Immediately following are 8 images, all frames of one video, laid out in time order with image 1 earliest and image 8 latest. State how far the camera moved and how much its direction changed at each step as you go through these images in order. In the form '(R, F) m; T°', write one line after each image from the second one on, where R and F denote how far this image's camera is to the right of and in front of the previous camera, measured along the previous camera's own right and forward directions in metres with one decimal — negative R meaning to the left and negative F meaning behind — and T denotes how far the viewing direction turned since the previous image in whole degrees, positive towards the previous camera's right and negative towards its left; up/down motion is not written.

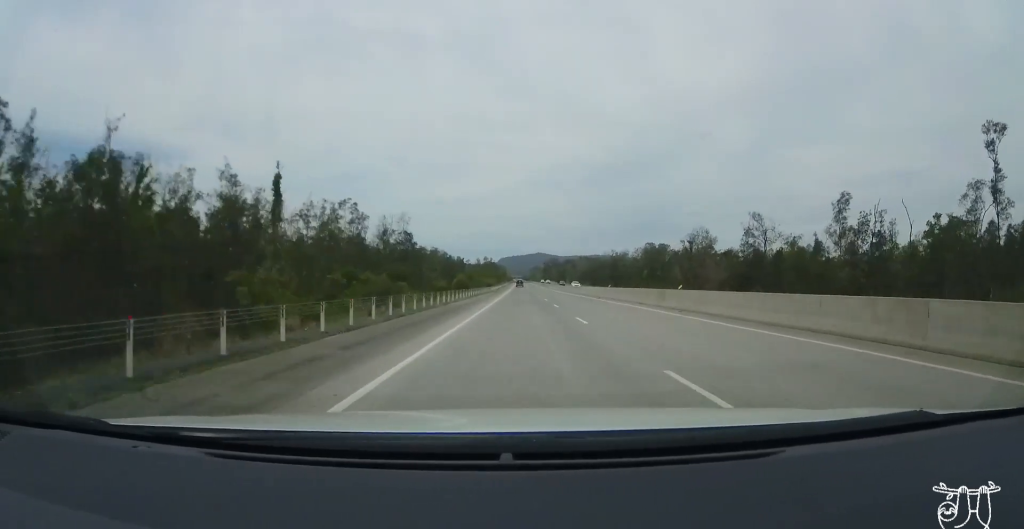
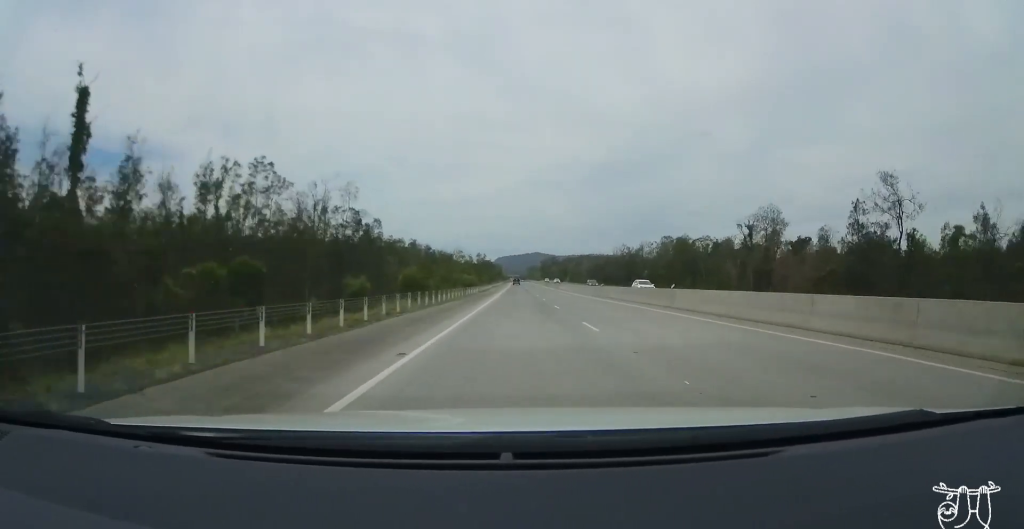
(-0.7, +37.5) m; -1°
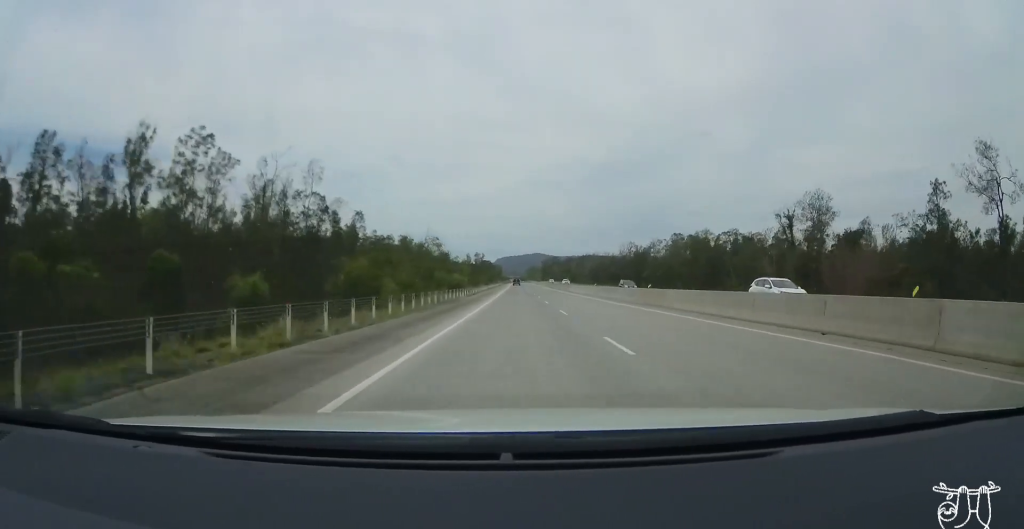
(+0.1, +16.8) m; +1°
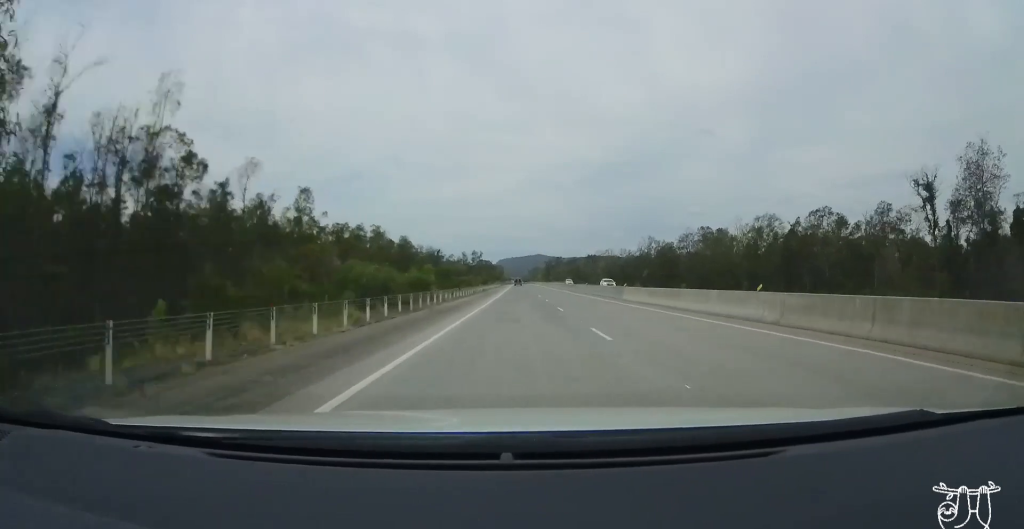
(+0.7, +32.5) m; +2°
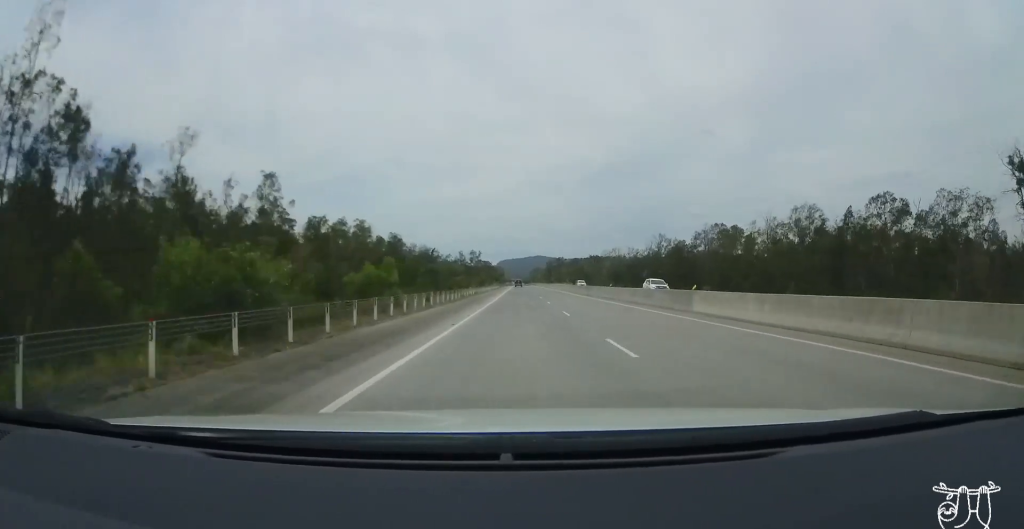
(+0.1, +14.5) m; 0°
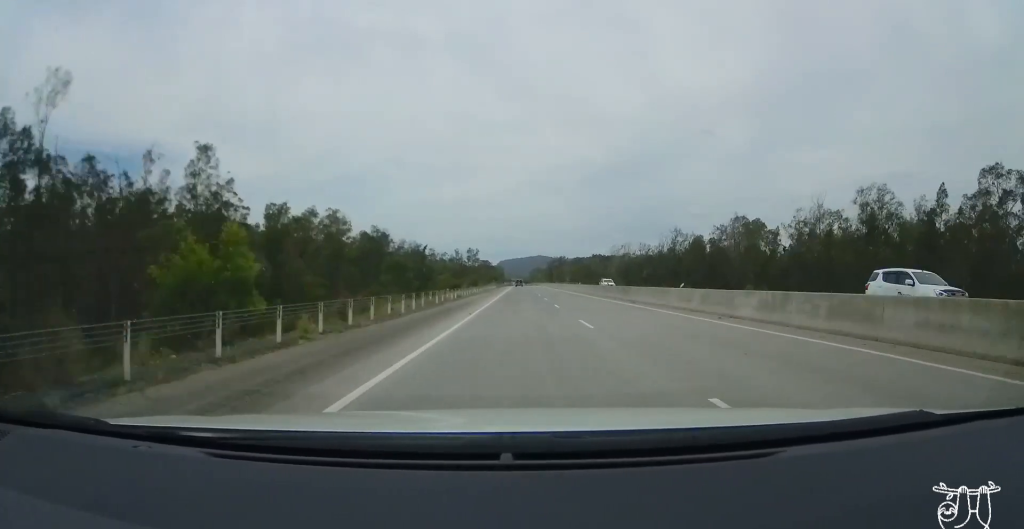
(0.0, +18.1) m; -1°
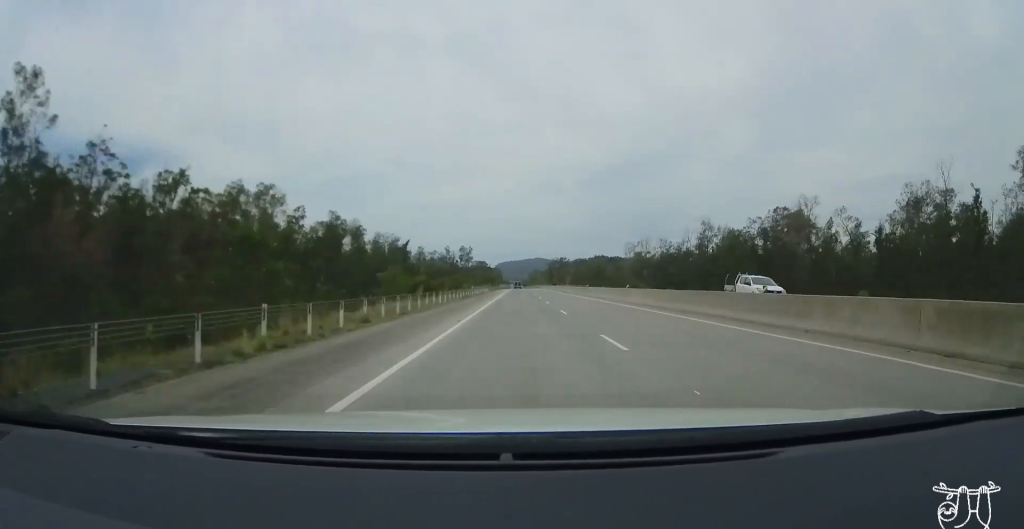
(-0.3, +27.7) m; -1°
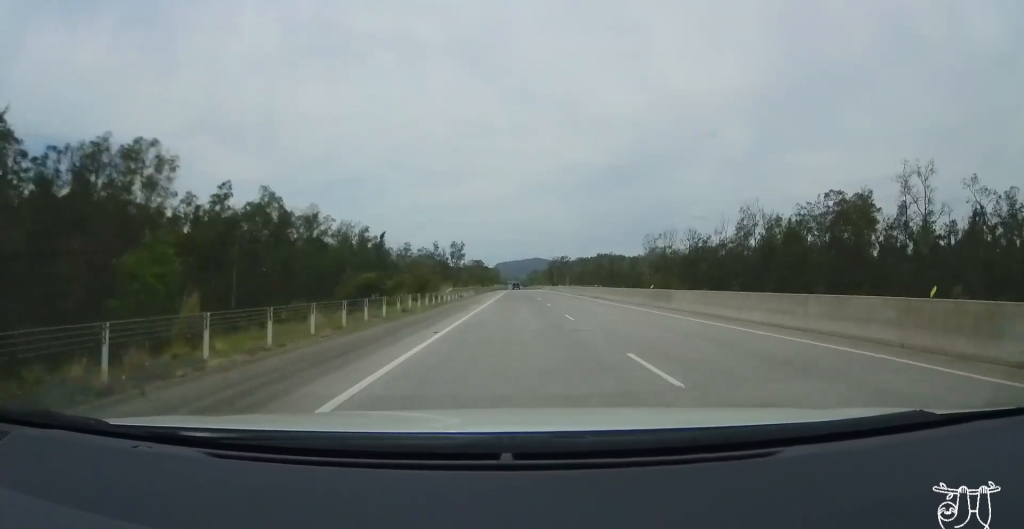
(-0.2, +27.7) m; 0°
